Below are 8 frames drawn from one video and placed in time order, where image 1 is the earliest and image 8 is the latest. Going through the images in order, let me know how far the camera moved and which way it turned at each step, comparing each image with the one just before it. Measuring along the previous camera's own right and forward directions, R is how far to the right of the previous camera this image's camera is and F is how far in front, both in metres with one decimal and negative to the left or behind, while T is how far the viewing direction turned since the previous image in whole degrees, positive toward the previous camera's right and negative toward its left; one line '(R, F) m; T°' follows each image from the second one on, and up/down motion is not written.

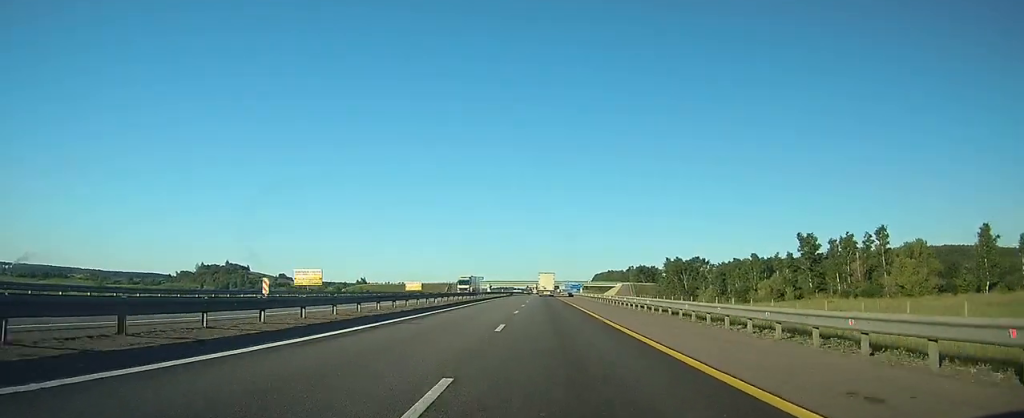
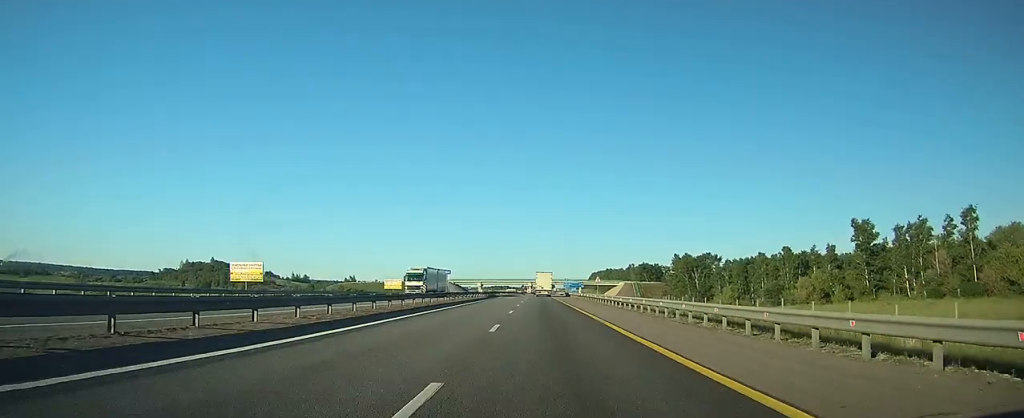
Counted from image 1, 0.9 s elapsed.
(+0.1, +24.0) m; 0°
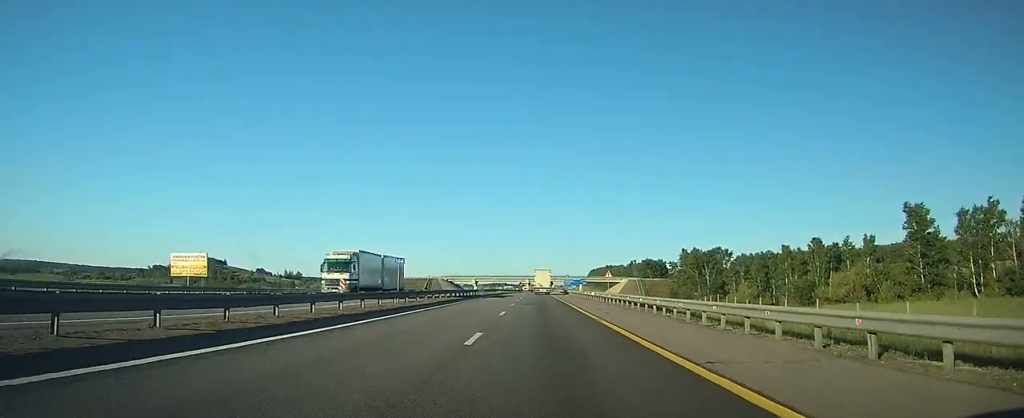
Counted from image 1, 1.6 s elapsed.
(0.0, +16.2) m; 0°
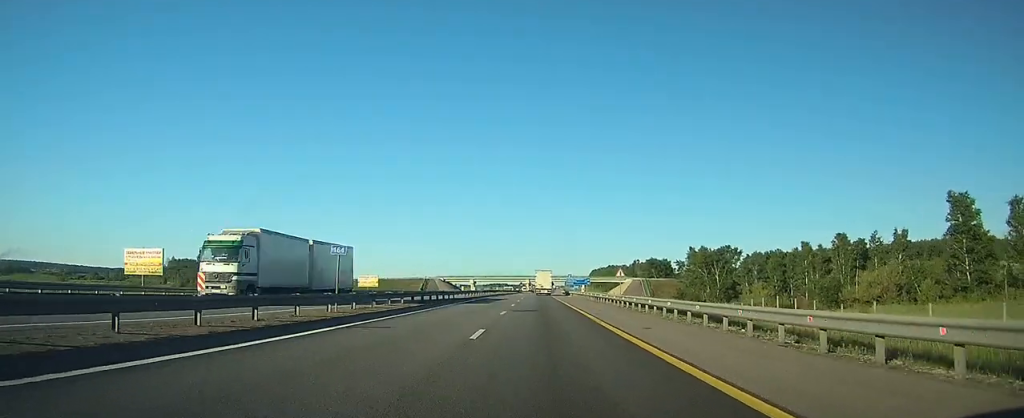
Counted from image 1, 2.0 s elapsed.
(0.0, +10.3) m; 0°
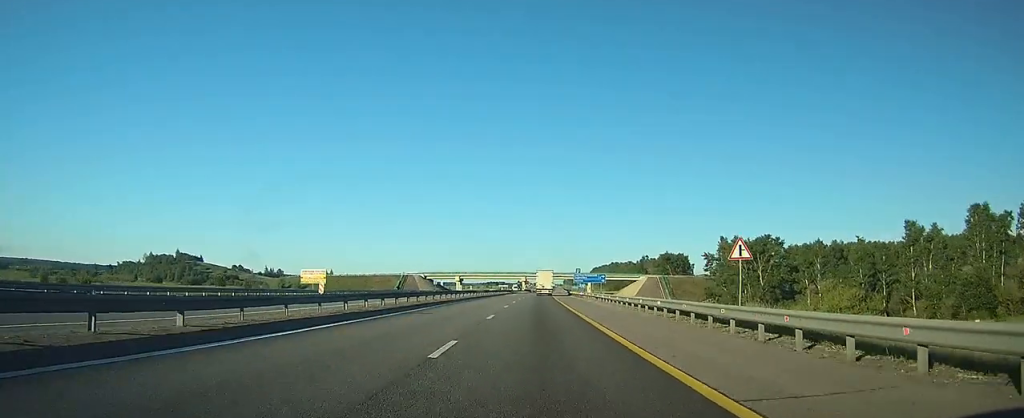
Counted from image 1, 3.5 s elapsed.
(0.0, +39.0) m; 0°
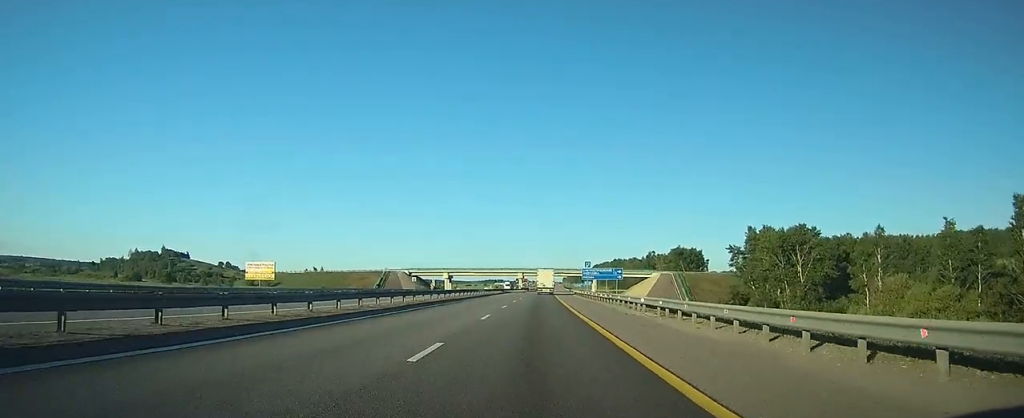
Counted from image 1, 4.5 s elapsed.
(+0.1, +24.4) m; 0°
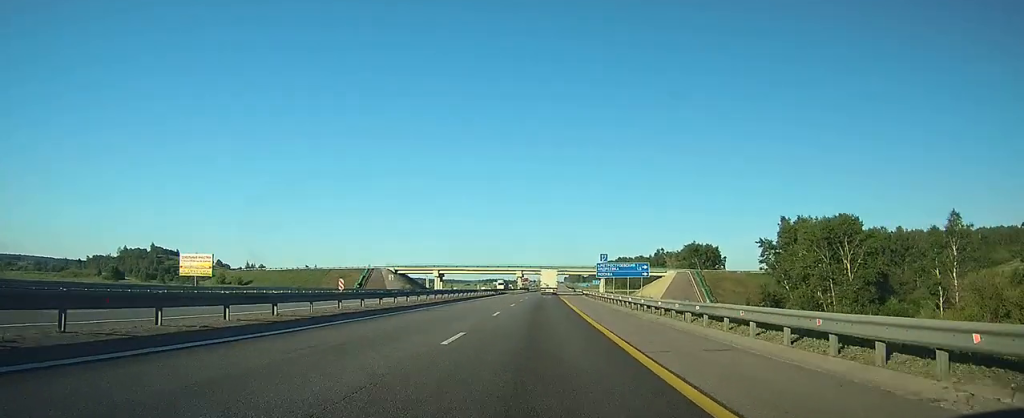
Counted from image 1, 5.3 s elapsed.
(0.0, +20.9) m; 0°
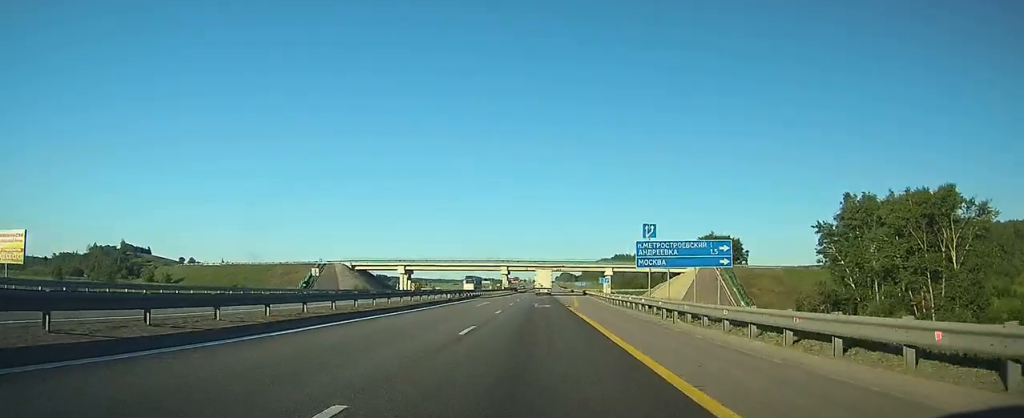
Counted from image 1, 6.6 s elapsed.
(0.0, +33.2) m; 0°
